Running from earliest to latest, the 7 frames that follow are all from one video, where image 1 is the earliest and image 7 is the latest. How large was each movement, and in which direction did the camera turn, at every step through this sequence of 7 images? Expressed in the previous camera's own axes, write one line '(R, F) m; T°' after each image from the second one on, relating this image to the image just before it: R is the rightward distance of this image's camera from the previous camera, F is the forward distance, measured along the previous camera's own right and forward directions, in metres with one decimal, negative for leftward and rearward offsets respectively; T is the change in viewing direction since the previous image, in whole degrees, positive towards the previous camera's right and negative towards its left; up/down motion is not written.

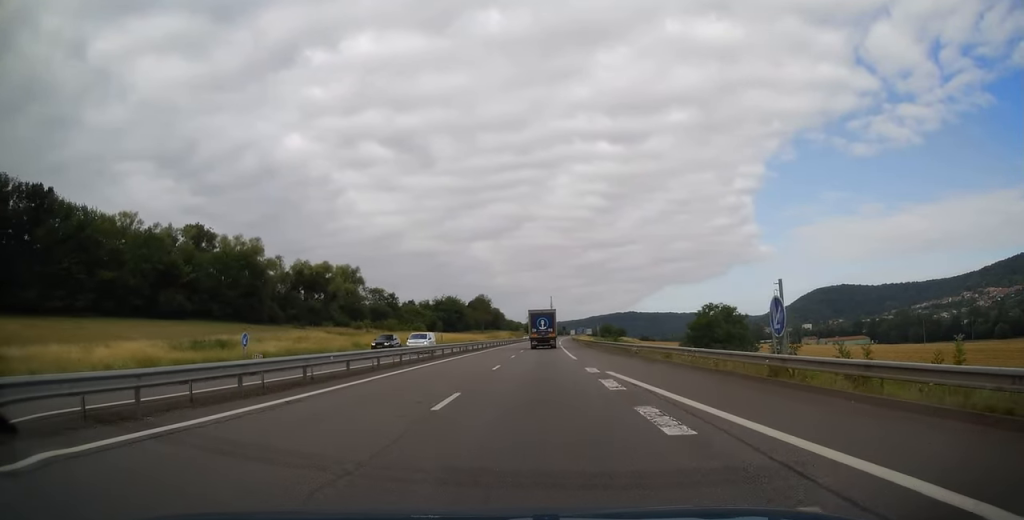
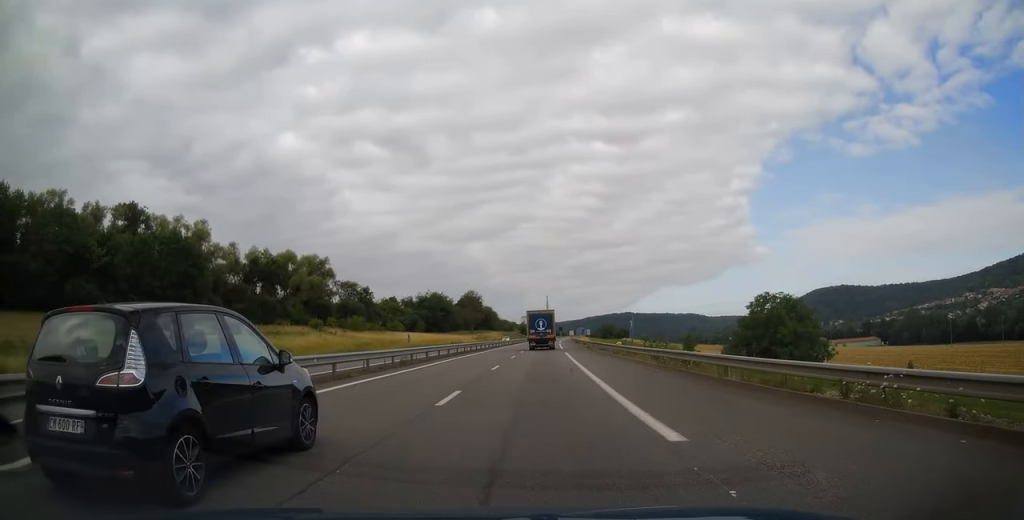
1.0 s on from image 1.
(-0.1, +25.1) m; 0°
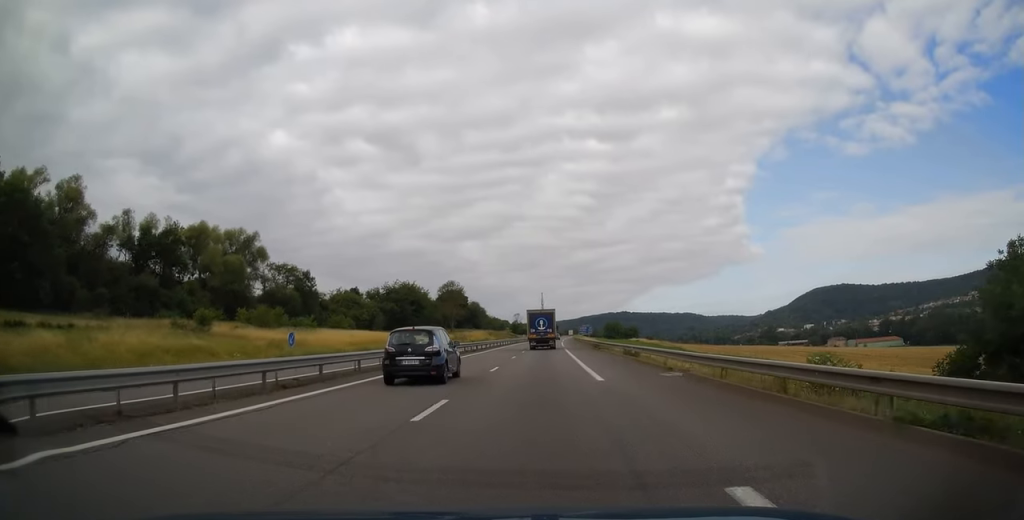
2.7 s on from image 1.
(+0.7, +41.2) m; +2°
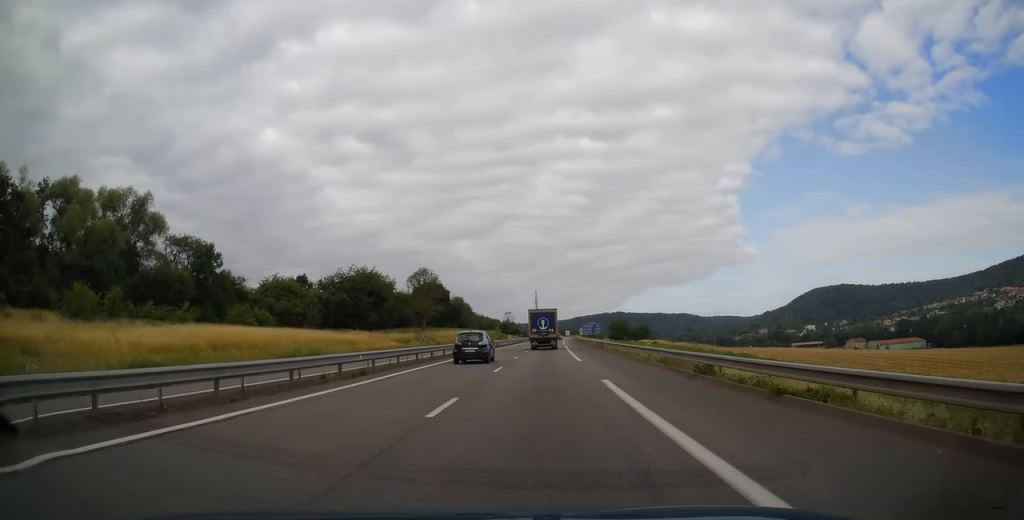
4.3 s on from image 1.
(+0.1, +38.6) m; 0°
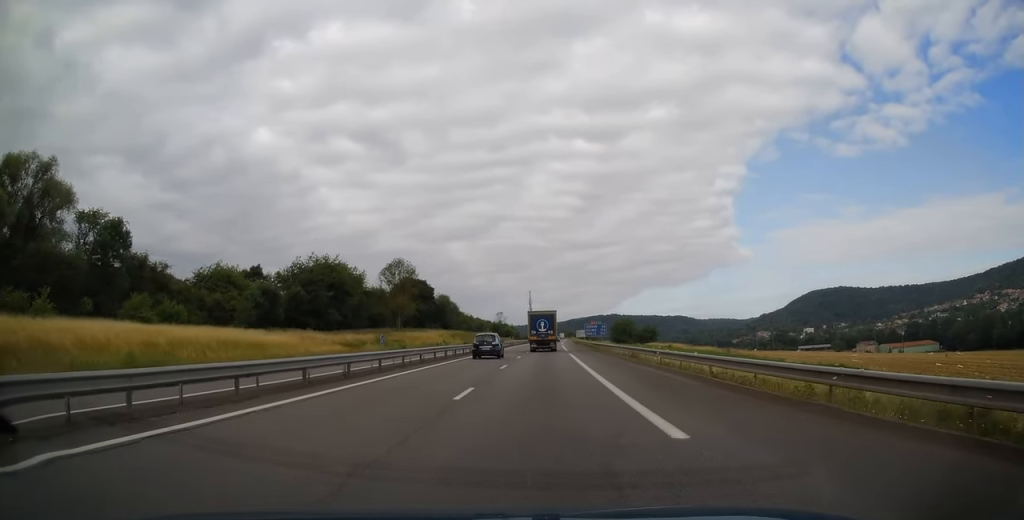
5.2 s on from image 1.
(0.0, +23.0) m; 0°
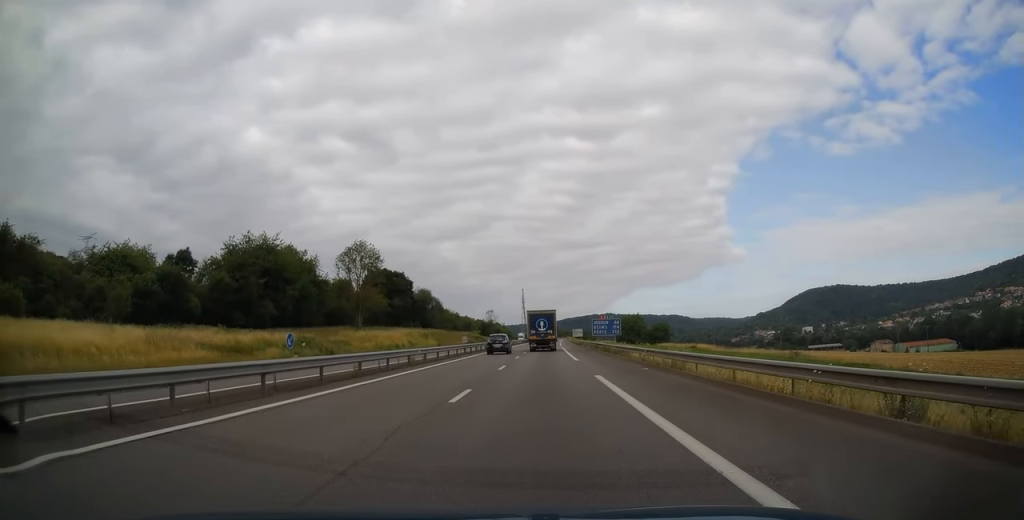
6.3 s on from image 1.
(0.0, +26.6) m; 0°
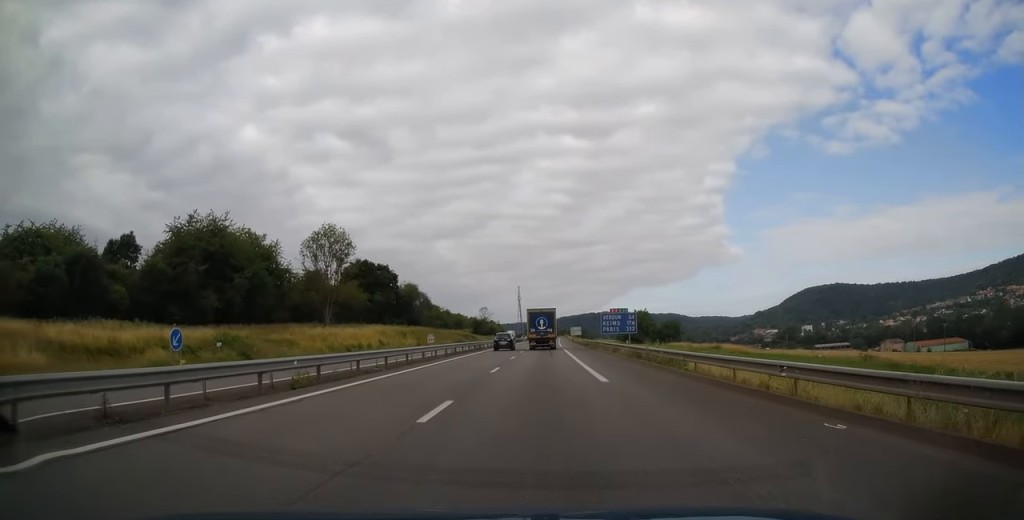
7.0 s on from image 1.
(0.0, +16.1) m; +1°
